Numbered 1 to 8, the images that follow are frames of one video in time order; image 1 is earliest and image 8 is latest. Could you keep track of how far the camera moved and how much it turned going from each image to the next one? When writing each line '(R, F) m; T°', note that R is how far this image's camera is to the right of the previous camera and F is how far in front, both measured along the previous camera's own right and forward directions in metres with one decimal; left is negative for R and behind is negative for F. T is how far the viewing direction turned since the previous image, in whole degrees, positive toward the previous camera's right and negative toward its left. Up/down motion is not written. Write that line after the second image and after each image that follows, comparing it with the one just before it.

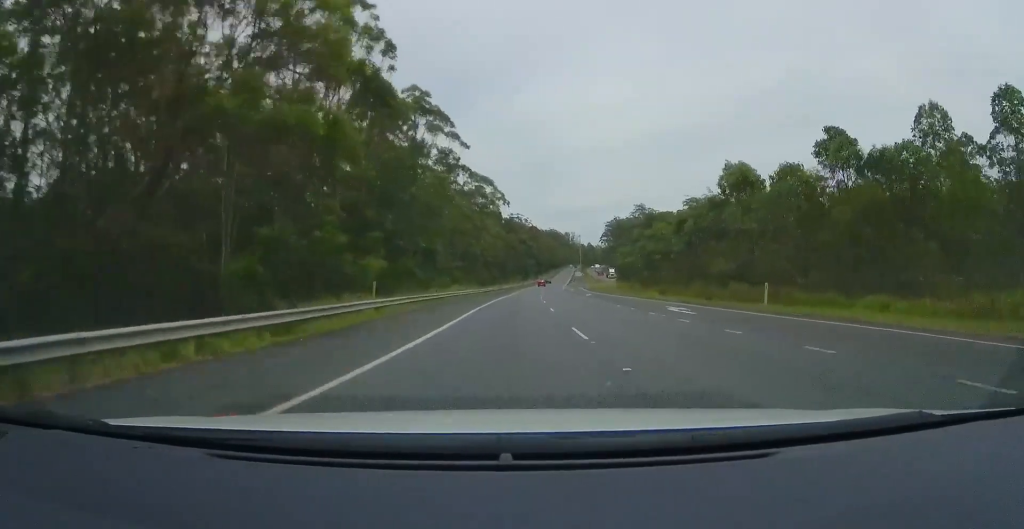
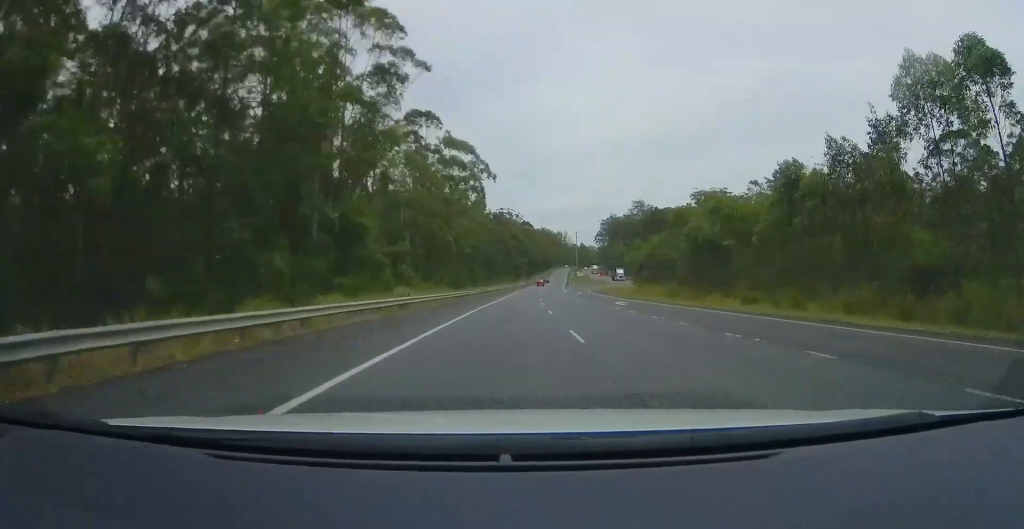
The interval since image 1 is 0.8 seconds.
(+0.3, +24.4) m; +1°
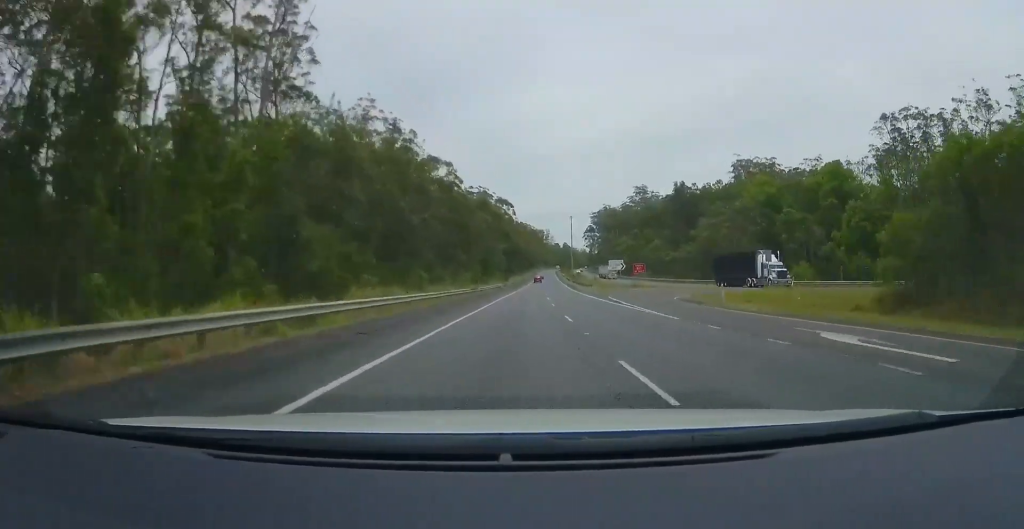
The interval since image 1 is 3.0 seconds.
(+1.3, +65.4) m; +2°
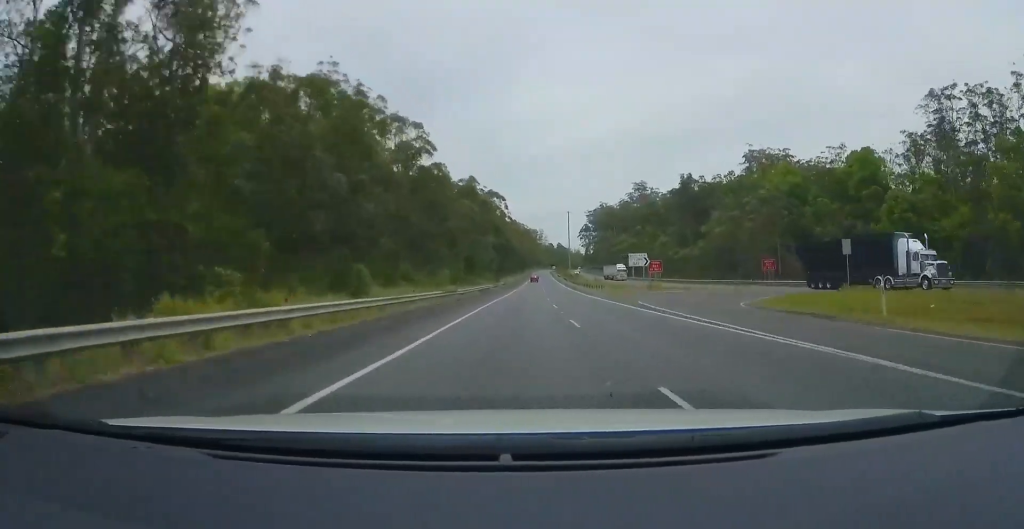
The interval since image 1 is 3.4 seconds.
(+0.2, +14.4) m; 0°
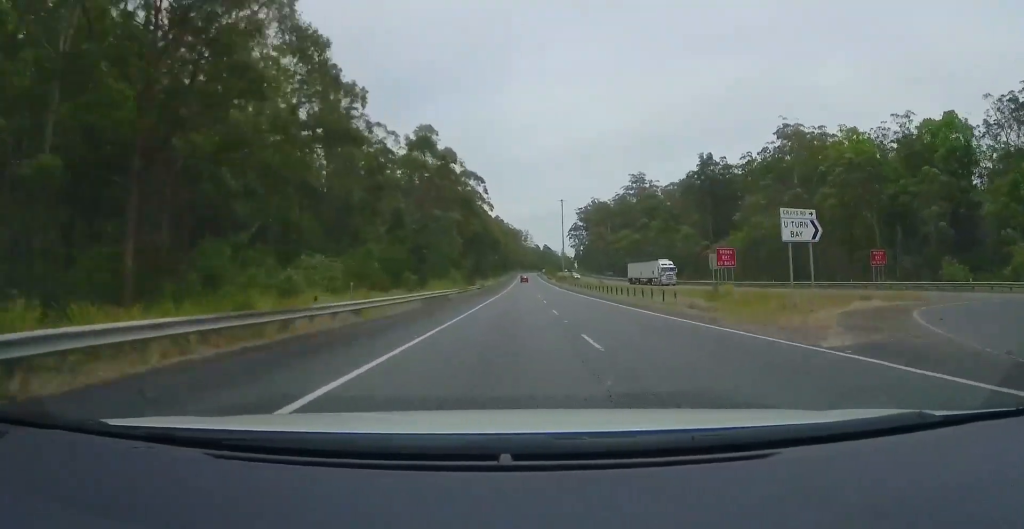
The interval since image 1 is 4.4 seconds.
(-0.2, +28.8) m; 0°
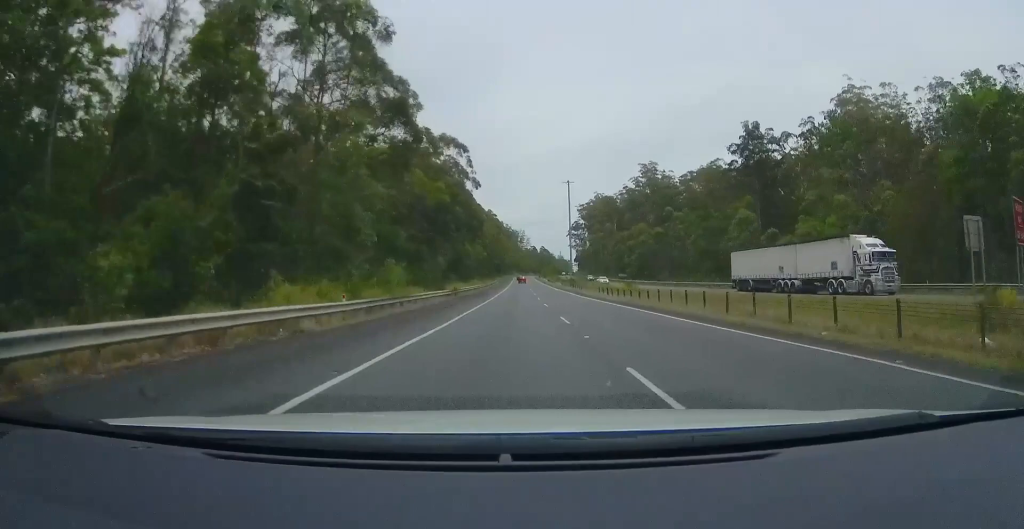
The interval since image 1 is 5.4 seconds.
(0.0, +28.7) m; +1°
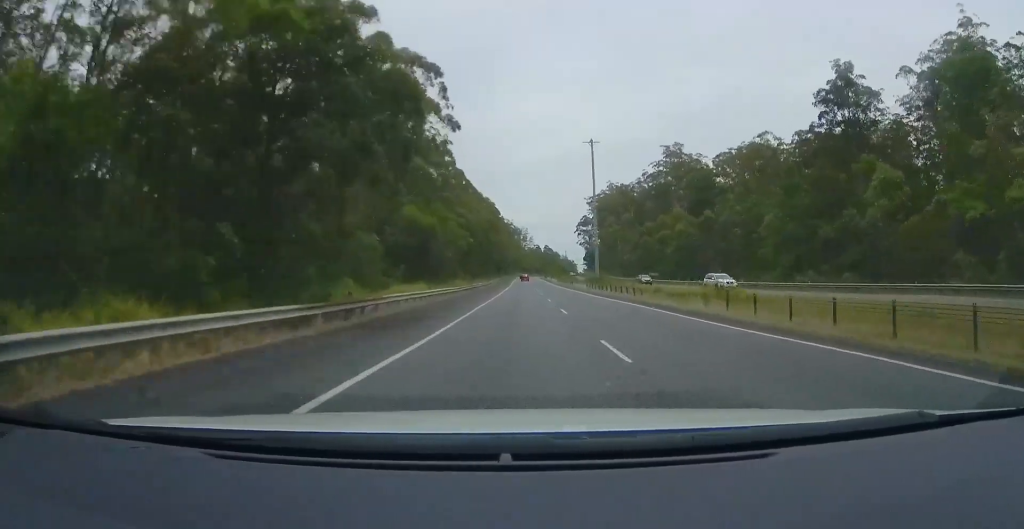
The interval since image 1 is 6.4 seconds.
(+0.4, +32.3) m; +1°
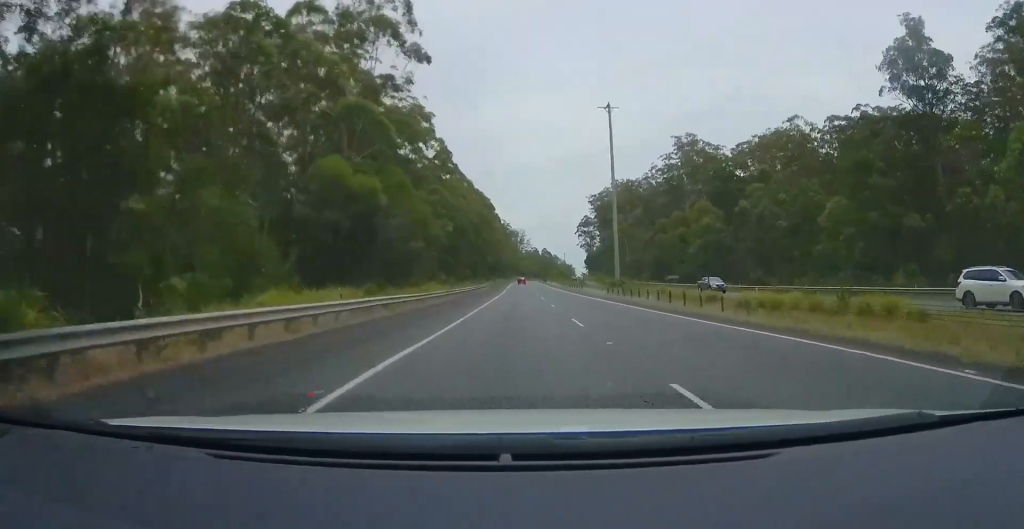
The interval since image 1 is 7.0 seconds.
(0.0, +16.7) m; 0°
